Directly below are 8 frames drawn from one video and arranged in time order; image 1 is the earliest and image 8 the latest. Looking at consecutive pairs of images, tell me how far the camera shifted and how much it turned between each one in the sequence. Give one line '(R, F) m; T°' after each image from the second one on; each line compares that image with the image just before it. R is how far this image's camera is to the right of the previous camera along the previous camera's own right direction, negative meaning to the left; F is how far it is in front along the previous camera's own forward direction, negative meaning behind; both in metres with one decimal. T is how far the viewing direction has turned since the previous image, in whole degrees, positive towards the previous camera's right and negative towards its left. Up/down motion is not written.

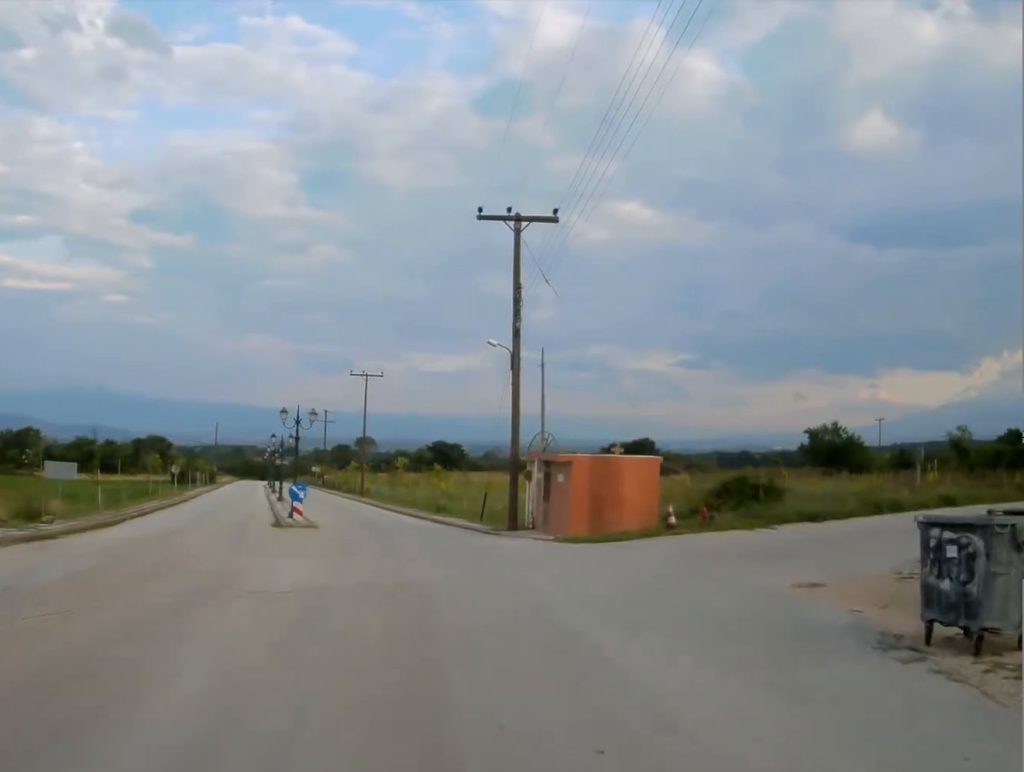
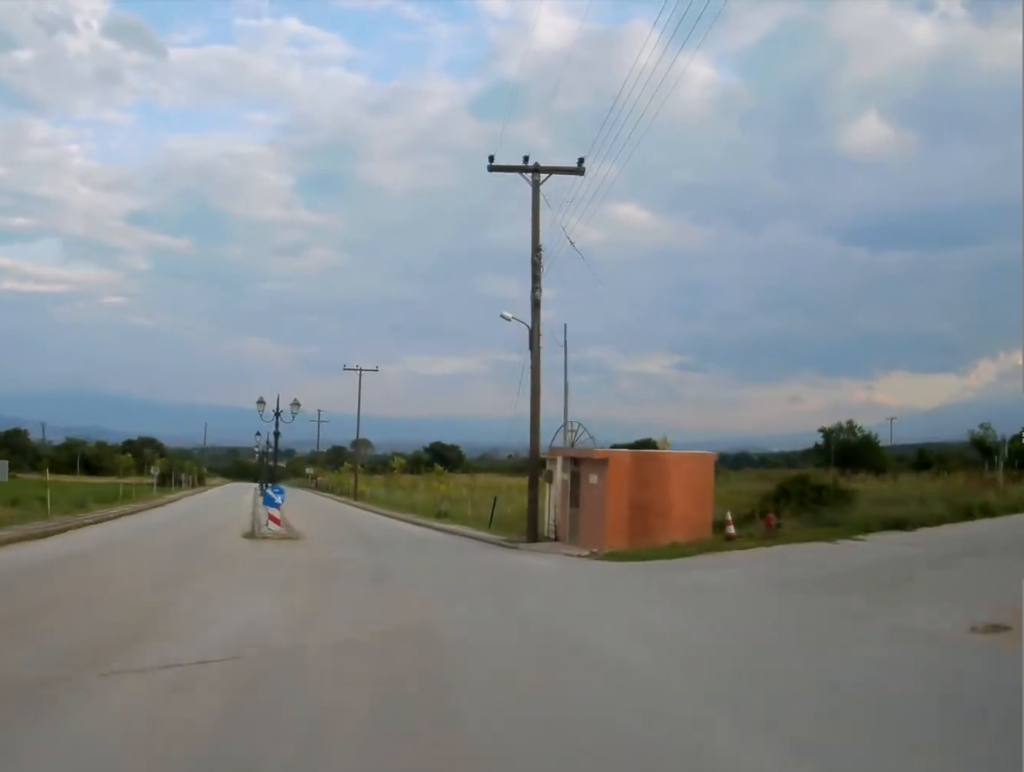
(-0.1, +4.6) m; 0°
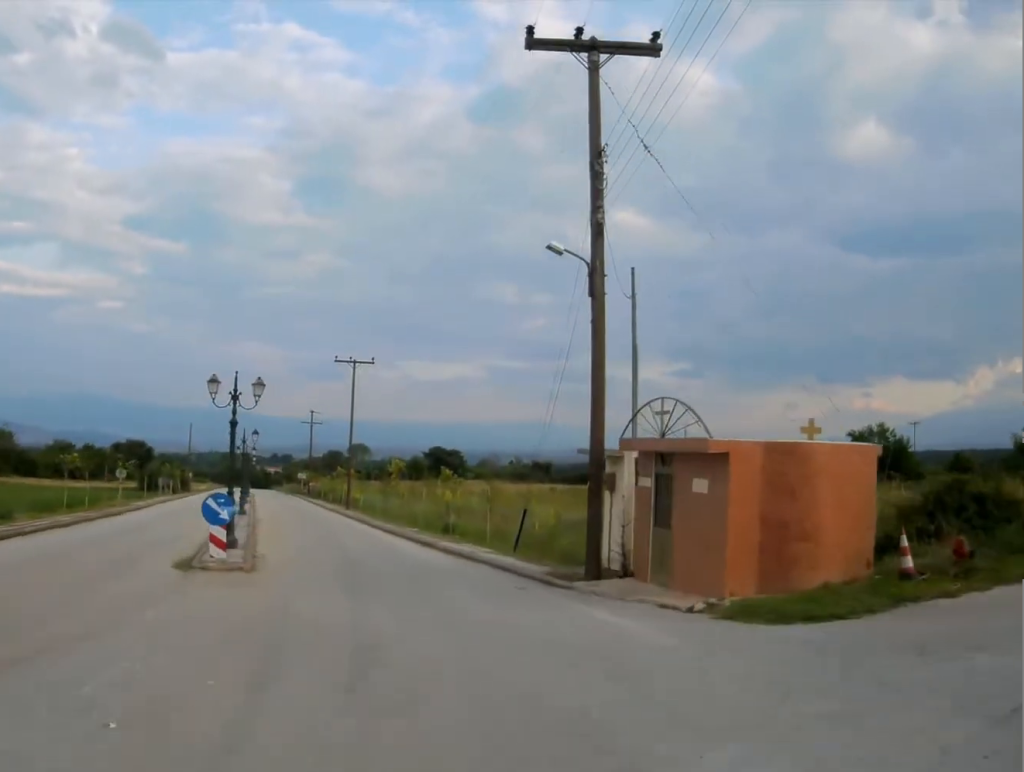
(+0.1, +7.5) m; +3°
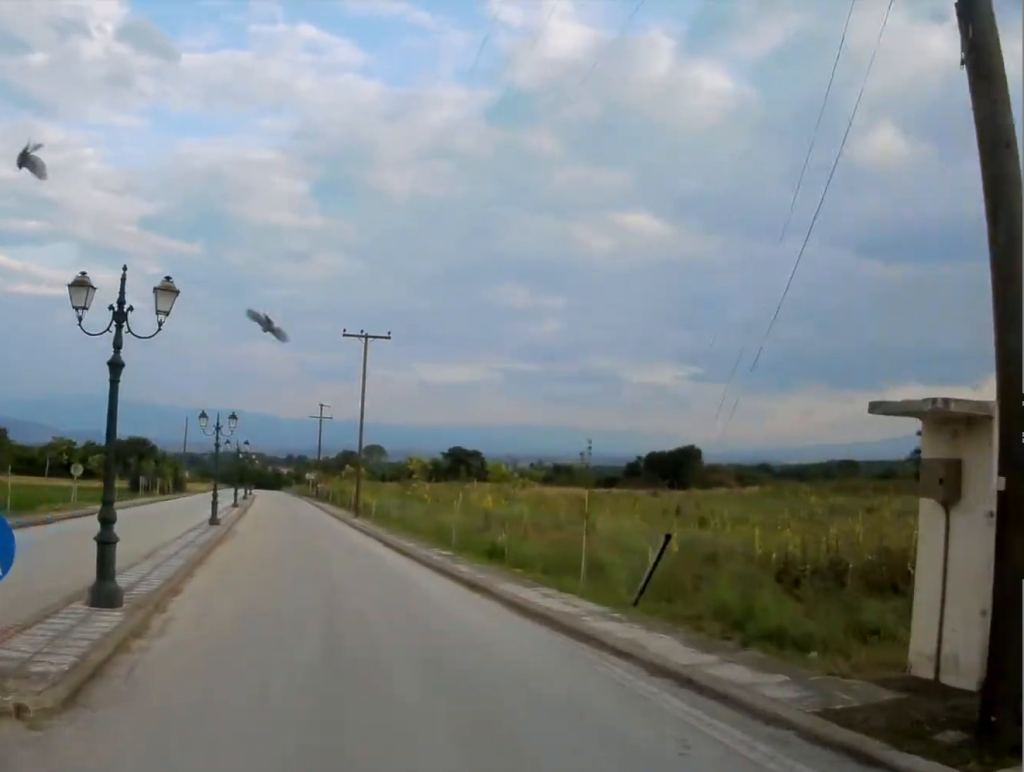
(+0.5, +10.6) m; -1°
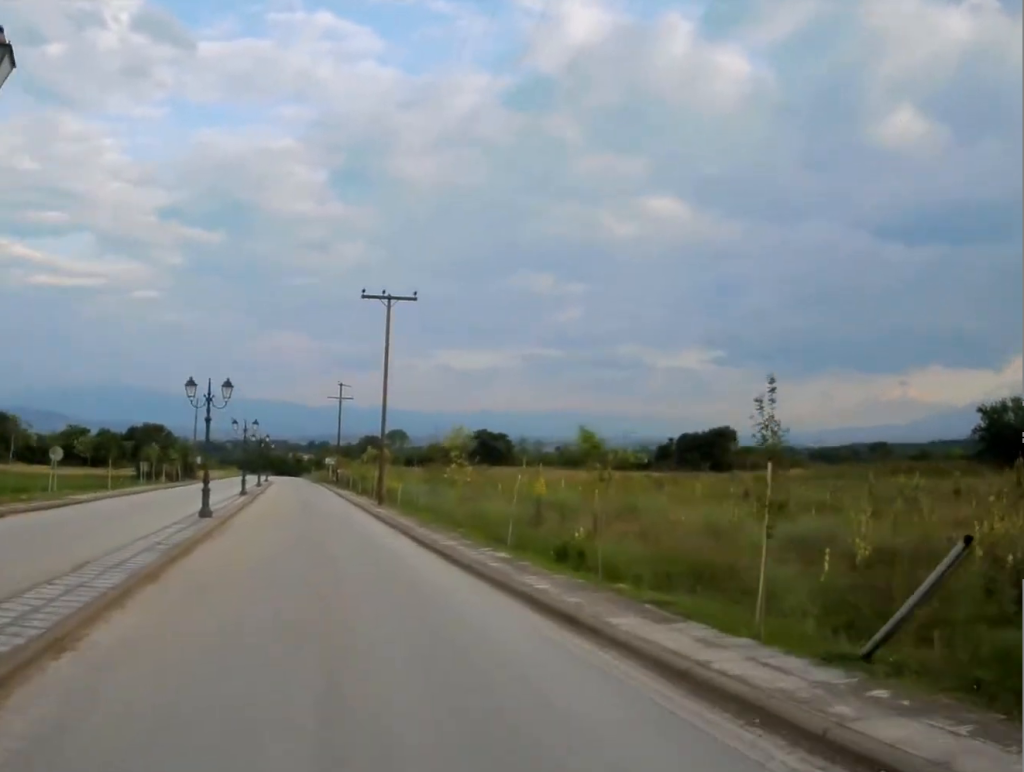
(-0.4, +6.4) m; -2°
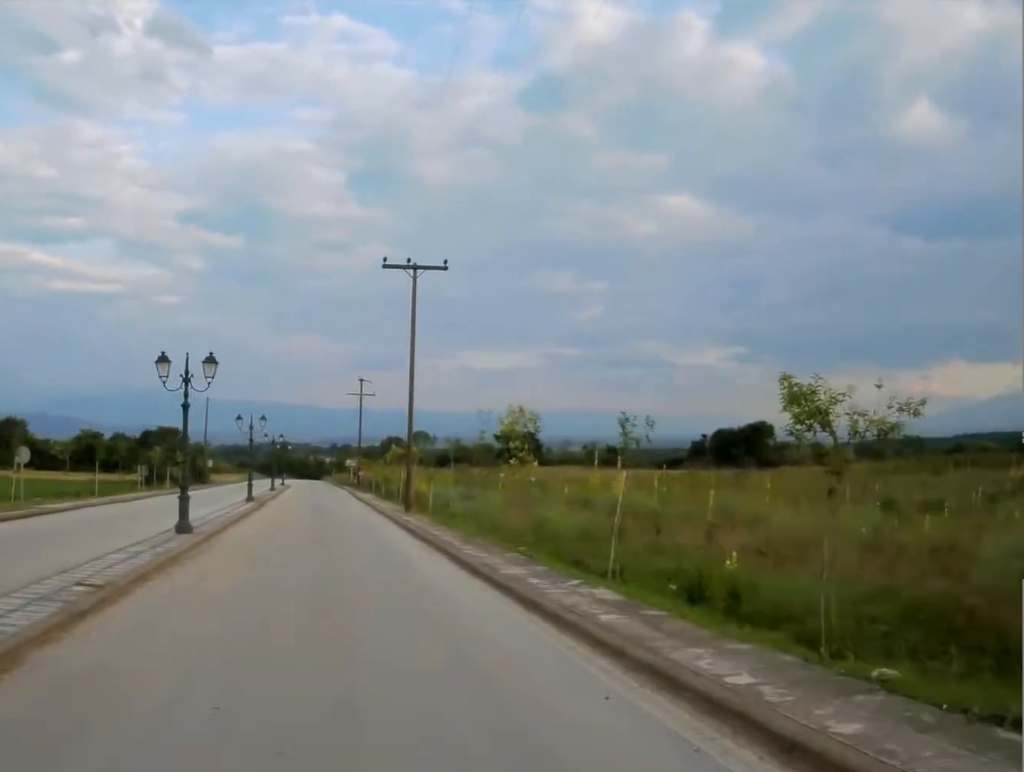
(-0.4, +6.5) m; -2°
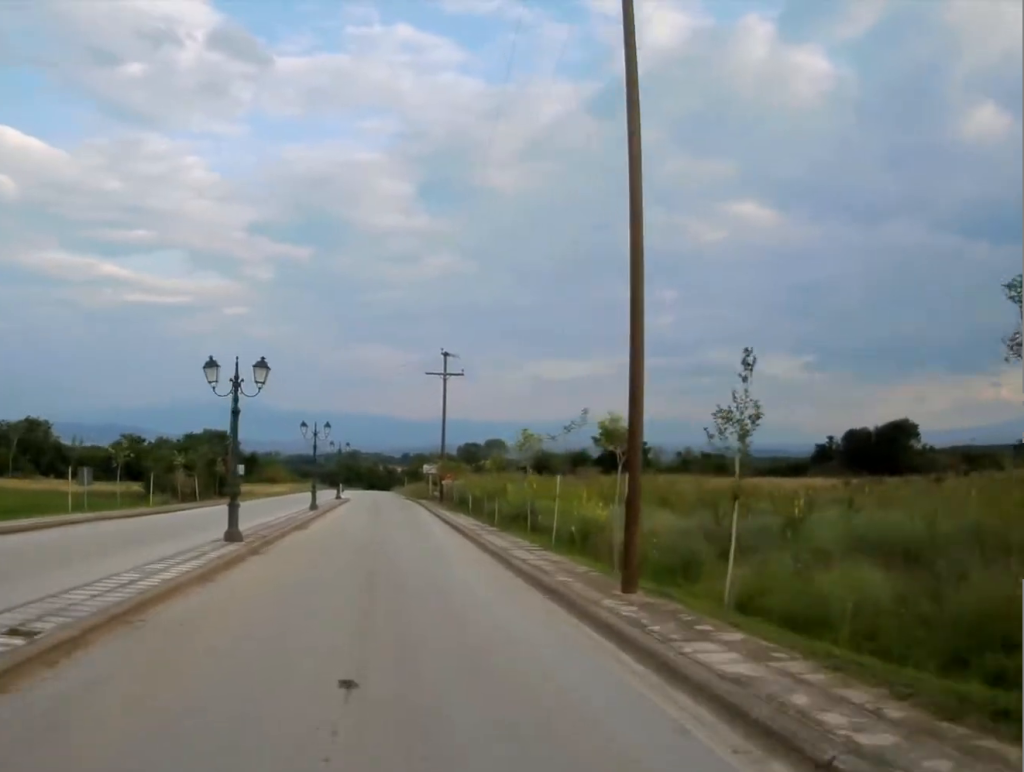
(-0.7, +23.3) m; -5°
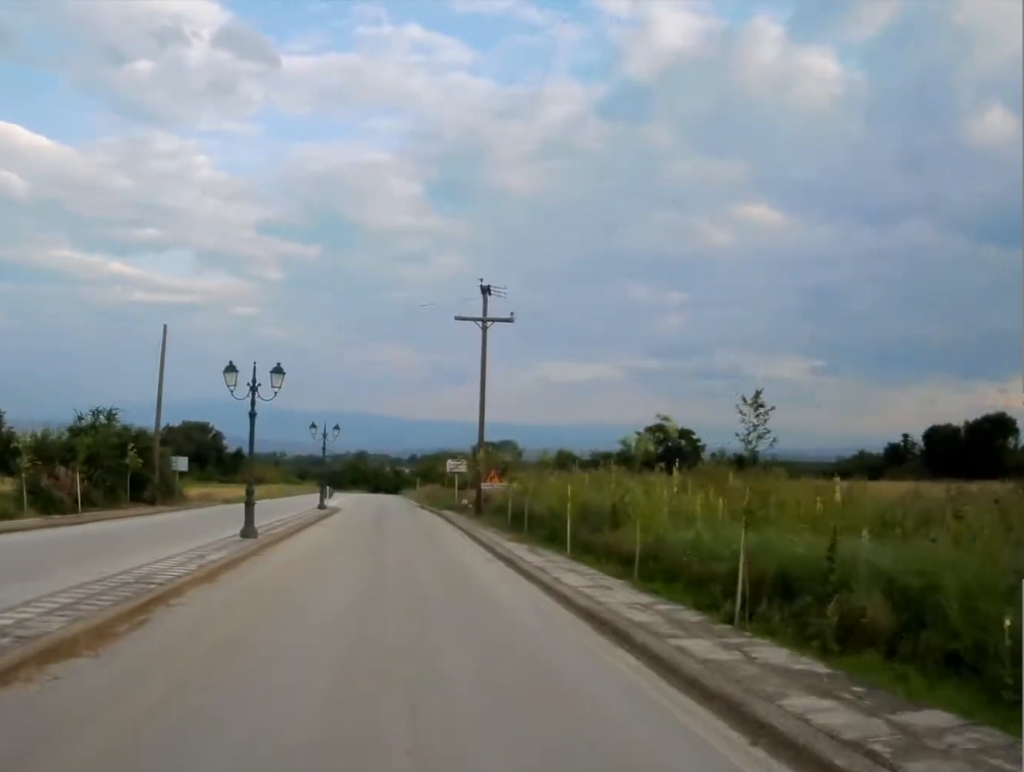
(-0.2, +21.2) m; 0°
